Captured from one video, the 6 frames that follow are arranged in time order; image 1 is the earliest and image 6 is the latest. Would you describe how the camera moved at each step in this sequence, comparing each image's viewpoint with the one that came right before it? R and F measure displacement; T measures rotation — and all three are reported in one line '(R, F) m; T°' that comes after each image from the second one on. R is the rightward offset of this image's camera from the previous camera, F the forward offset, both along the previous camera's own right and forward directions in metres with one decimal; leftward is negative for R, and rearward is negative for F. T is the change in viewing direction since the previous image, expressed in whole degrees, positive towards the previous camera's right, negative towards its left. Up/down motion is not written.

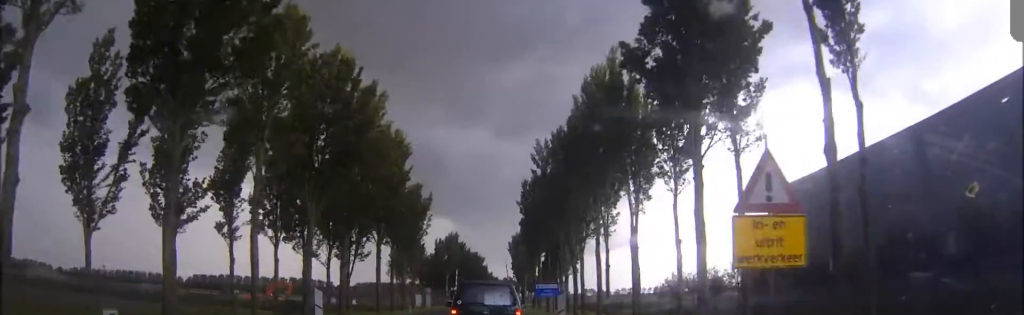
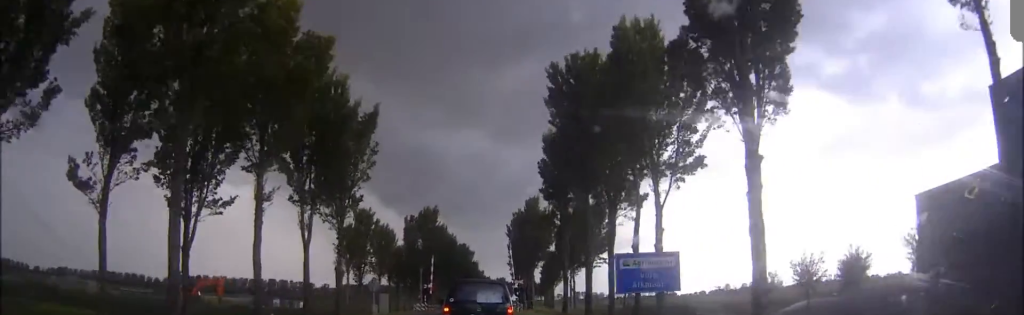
(+0.6, +39.8) m; +1°
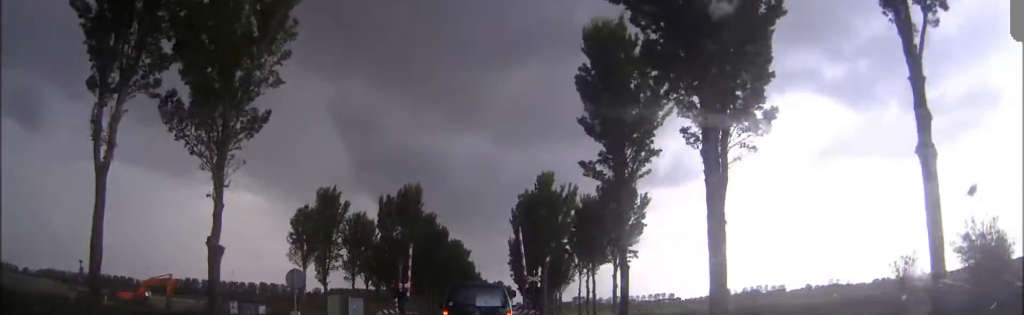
(-0.1, +20.9) m; 0°
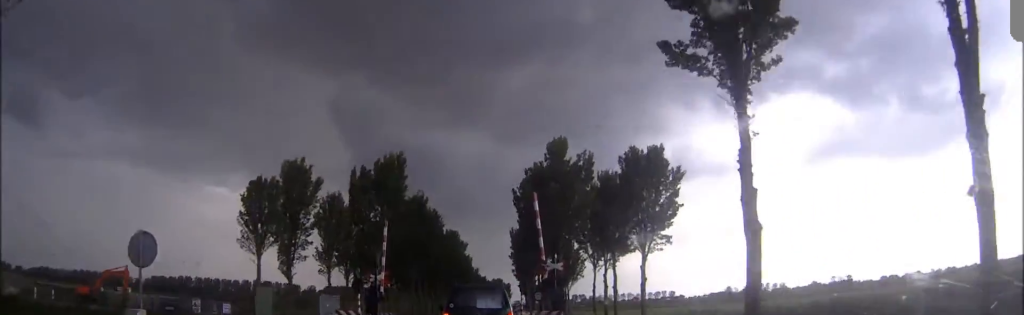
(0.0, +14.0) m; 0°
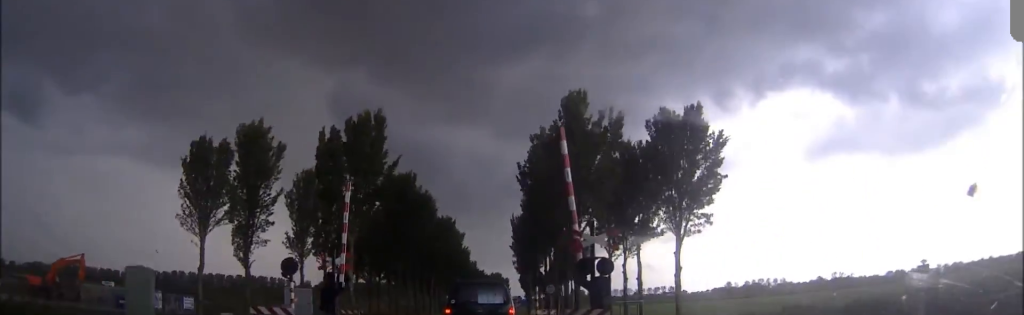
(+0.1, +11.5) m; 0°
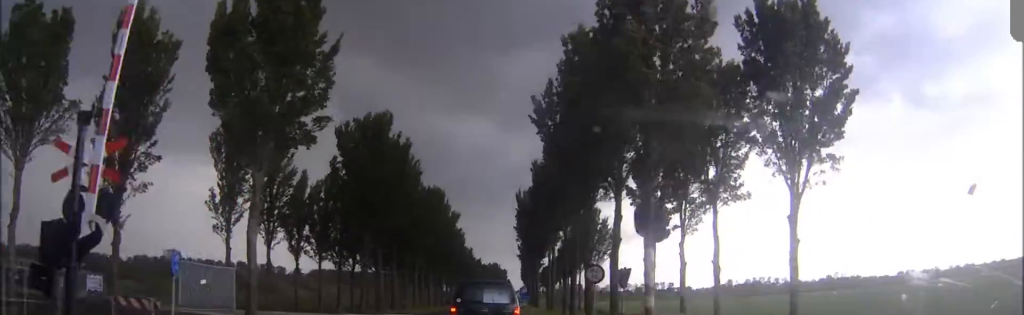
(-0.1, +19.8) m; 0°
